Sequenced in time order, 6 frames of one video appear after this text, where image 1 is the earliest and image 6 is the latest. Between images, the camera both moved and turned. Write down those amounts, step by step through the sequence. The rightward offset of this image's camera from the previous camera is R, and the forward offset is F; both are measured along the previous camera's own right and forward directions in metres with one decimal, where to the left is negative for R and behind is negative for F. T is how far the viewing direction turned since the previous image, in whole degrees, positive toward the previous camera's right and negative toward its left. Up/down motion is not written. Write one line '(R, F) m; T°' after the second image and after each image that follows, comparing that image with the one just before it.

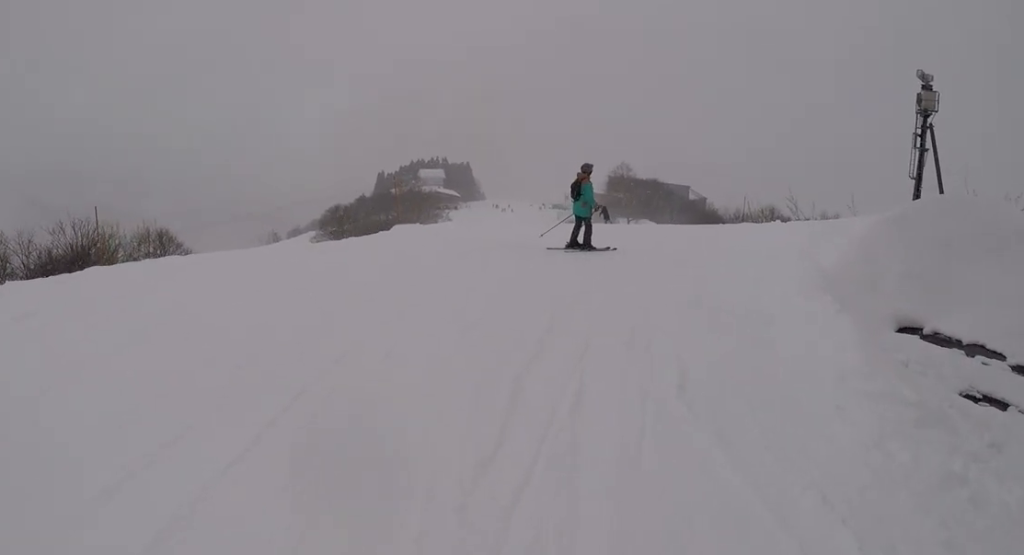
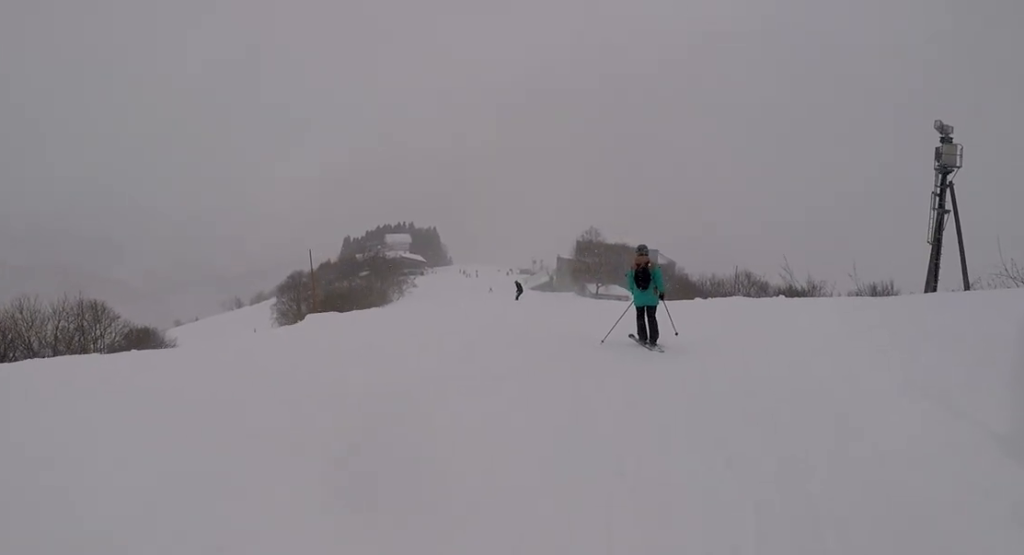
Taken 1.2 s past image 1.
(+0.3, +5.1) m; +3°
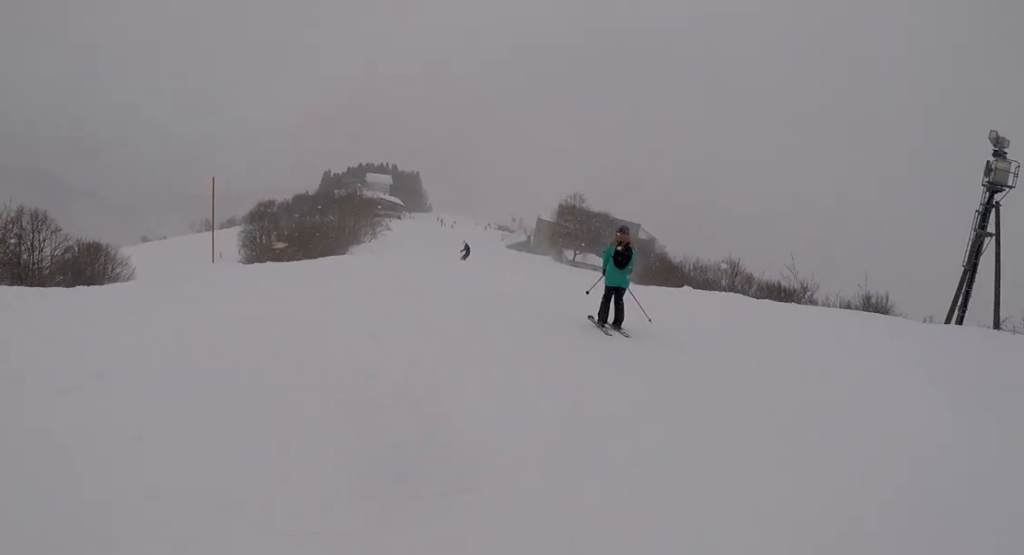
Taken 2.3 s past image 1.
(0.0, +4.4) m; +3°
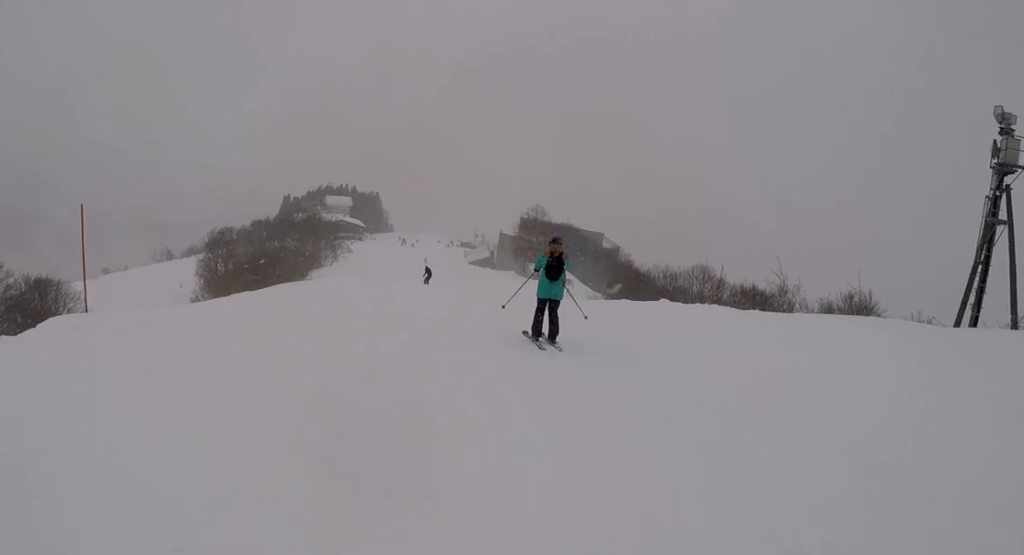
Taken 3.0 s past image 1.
(-0.1, +3.1) m; +7°
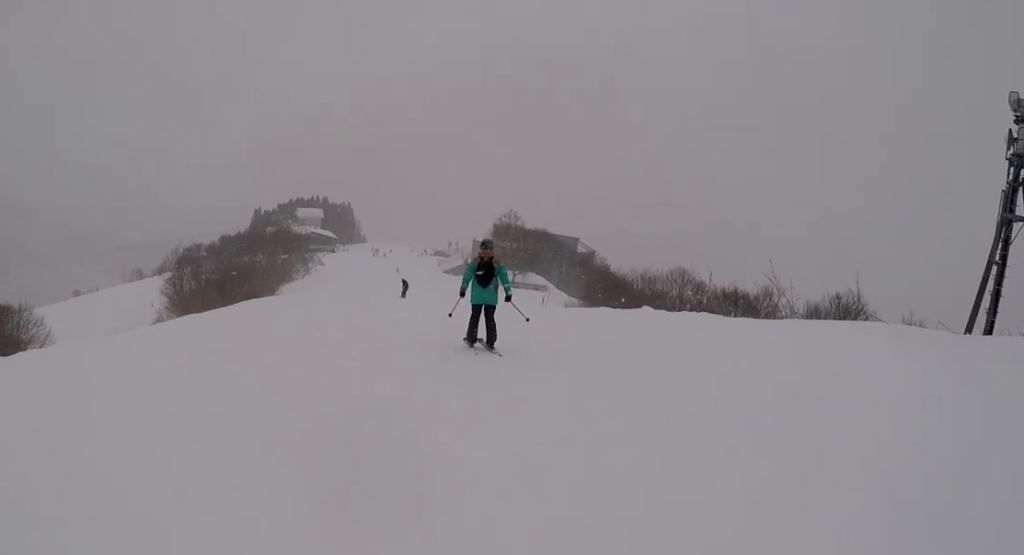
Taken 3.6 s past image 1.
(+0.4, +2.4) m; +2°
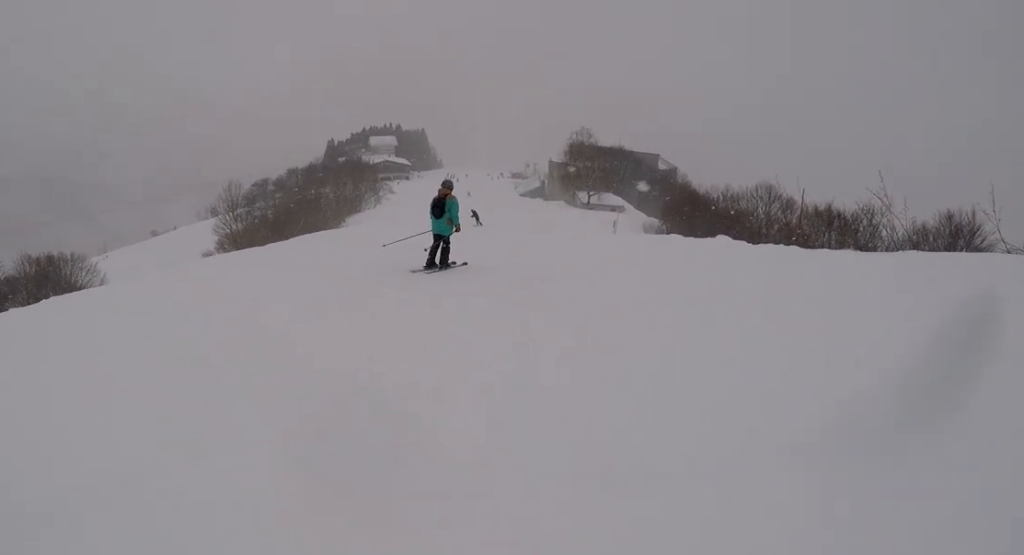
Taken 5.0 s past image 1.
(-0.2, +5.7) m; -23°
